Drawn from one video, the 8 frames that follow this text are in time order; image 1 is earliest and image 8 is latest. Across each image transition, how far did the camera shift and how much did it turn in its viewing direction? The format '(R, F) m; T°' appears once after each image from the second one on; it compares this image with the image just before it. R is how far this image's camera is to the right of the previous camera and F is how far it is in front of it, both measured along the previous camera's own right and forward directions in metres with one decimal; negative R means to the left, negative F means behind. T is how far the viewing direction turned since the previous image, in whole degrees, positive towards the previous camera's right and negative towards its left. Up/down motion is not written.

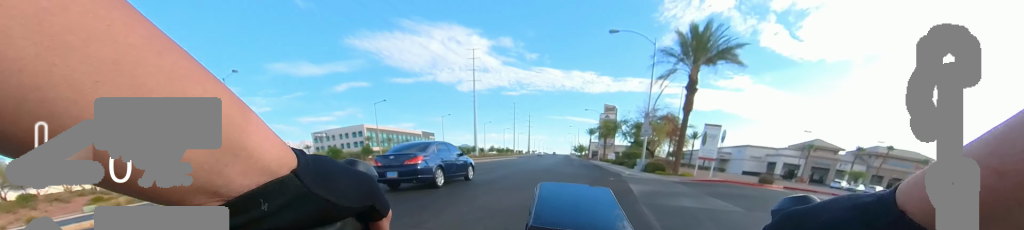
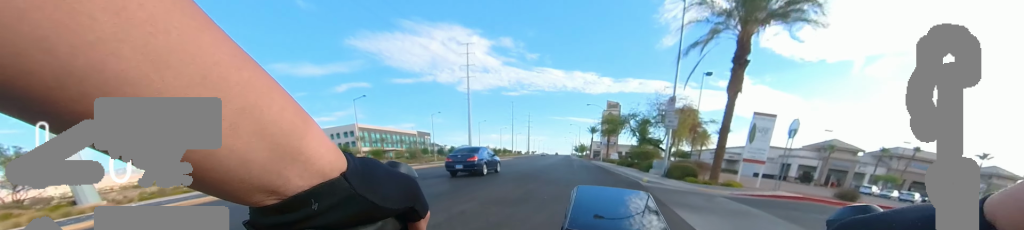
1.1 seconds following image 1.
(0.0, +5.9) m; 0°
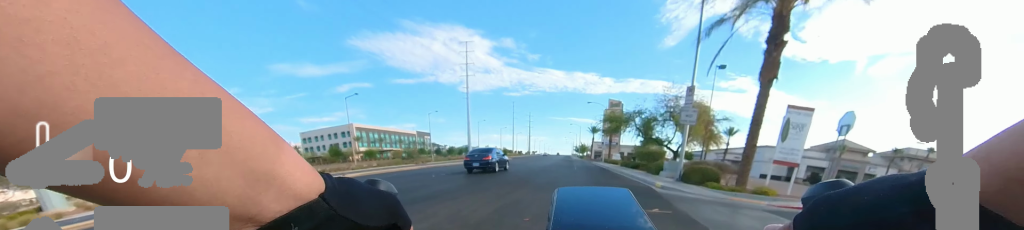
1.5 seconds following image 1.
(0.0, +2.4) m; 0°
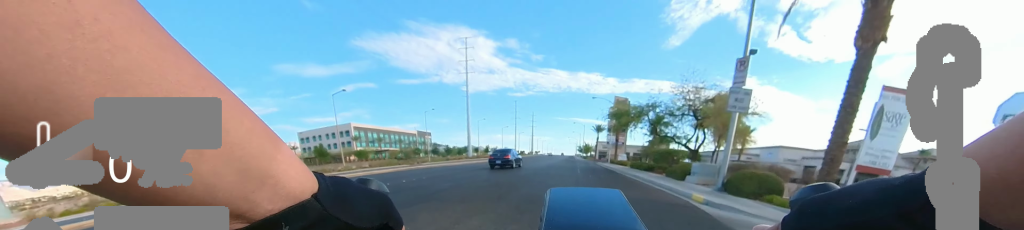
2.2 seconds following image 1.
(0.0, +3.9) m; 0°
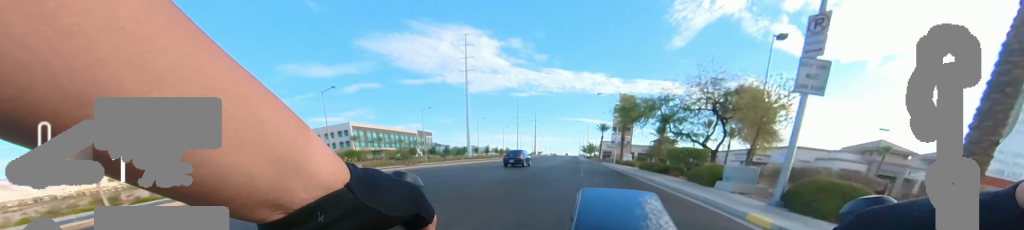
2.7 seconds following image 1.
(0.0, +2.8) m; 0°
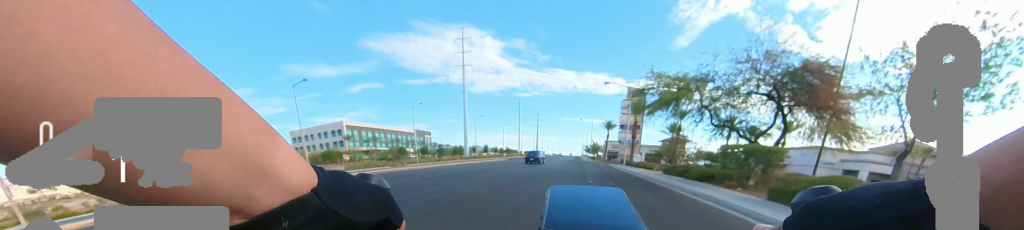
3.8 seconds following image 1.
(0.0, +5.2) m; 0°
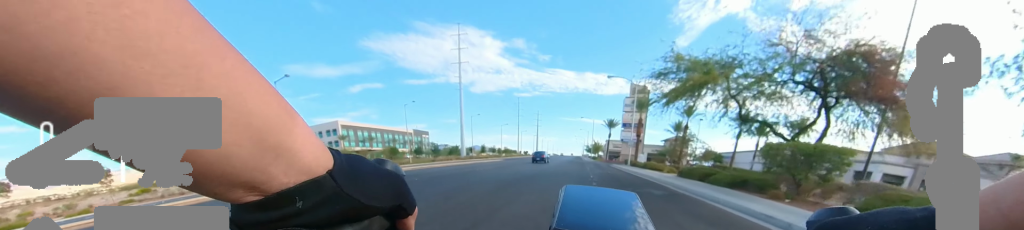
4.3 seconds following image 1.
(0.0, +2.4) m; 0°
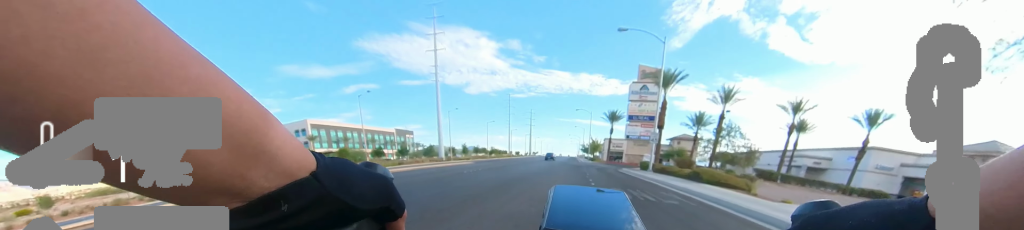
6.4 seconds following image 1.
(0.0, +10.9) m; 0°
